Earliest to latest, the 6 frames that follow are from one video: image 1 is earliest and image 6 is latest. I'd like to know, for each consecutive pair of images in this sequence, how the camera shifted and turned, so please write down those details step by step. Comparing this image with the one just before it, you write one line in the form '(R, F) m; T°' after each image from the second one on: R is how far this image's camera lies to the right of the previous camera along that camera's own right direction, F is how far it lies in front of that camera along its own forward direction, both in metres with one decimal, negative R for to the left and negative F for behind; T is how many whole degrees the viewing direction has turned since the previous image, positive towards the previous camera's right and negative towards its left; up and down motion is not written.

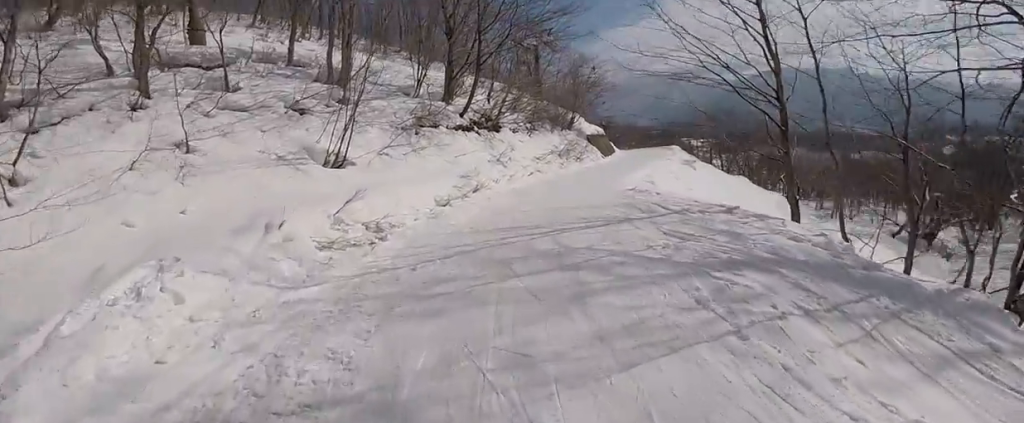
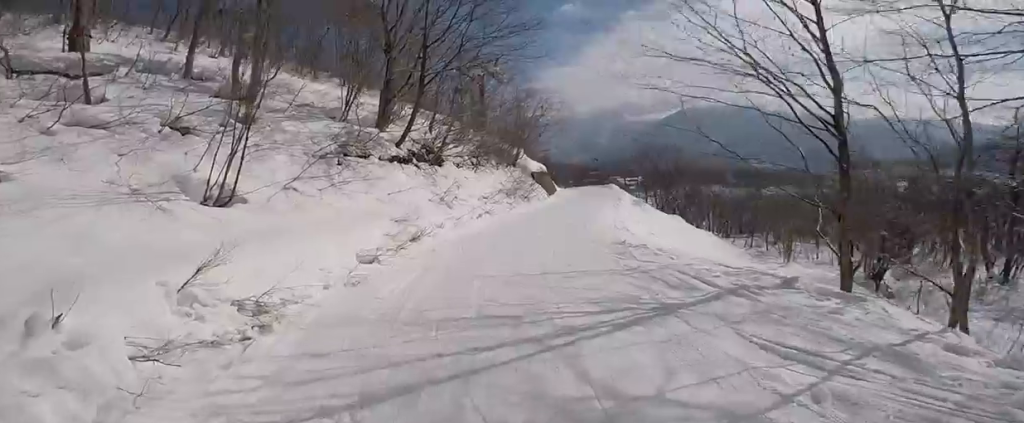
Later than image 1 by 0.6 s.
(+0.1, +3.5) m; +14°
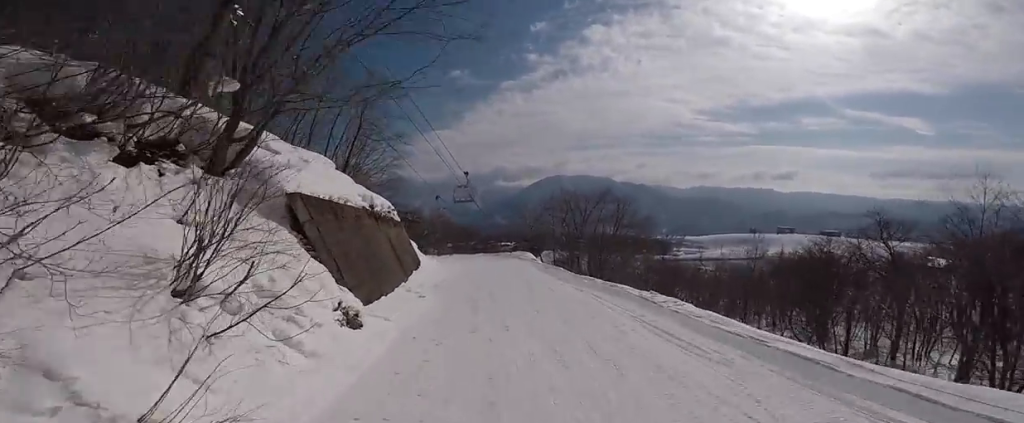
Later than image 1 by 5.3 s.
(+12.2, +27.5) m; +34°
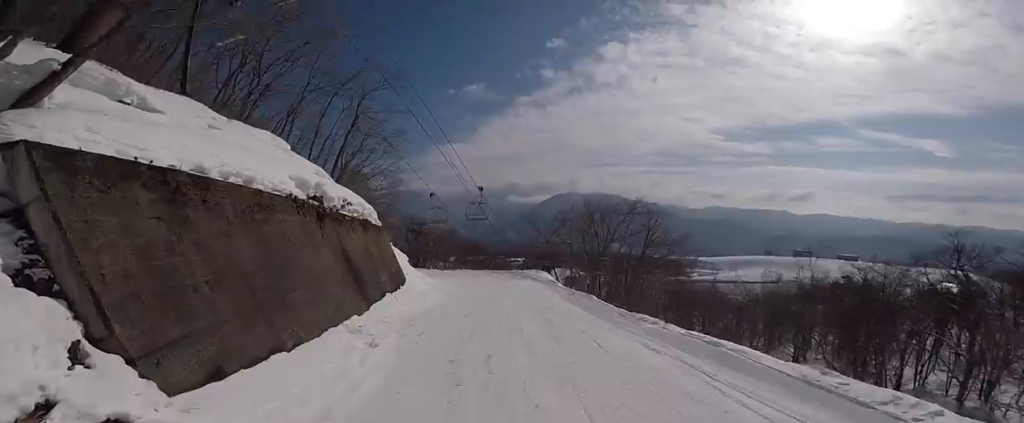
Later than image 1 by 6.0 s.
(+0.2, +5.2) m; 0°
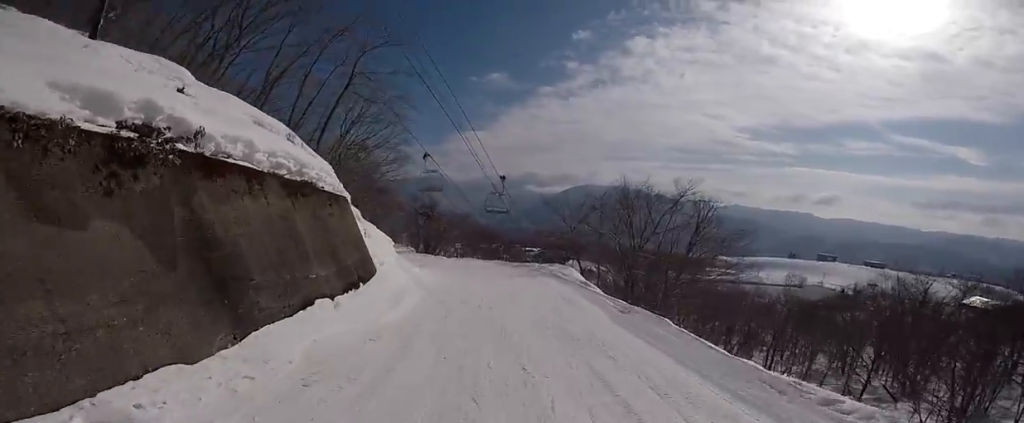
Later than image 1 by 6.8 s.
(-0.8, +5.6) m; +1°
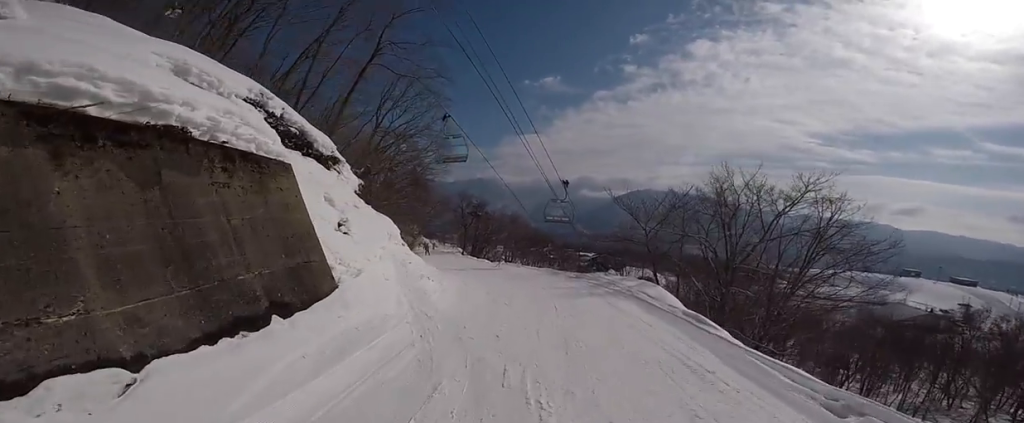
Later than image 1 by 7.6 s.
(+1.2, +5.2) m; -1°
